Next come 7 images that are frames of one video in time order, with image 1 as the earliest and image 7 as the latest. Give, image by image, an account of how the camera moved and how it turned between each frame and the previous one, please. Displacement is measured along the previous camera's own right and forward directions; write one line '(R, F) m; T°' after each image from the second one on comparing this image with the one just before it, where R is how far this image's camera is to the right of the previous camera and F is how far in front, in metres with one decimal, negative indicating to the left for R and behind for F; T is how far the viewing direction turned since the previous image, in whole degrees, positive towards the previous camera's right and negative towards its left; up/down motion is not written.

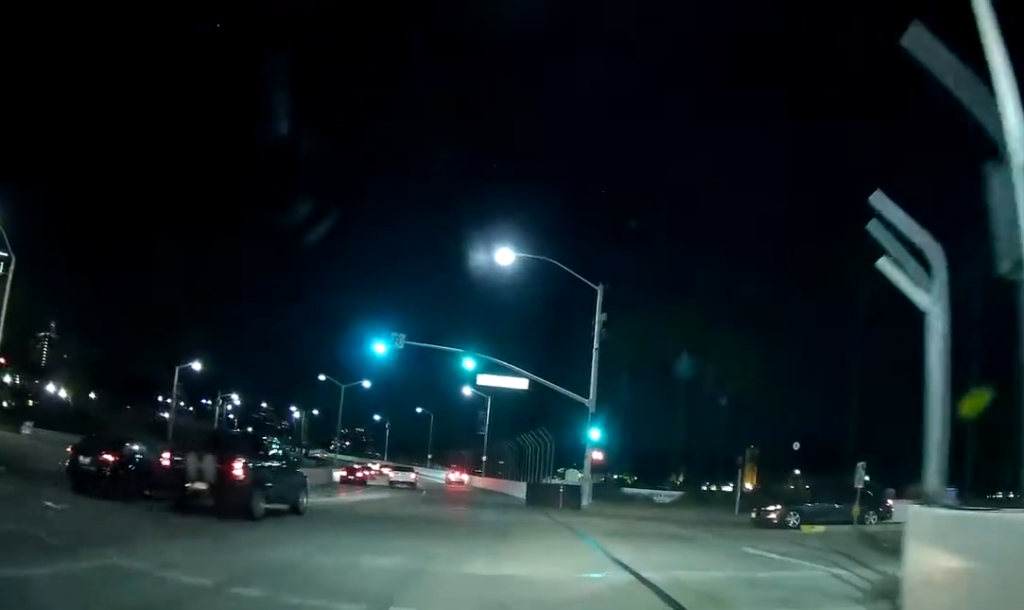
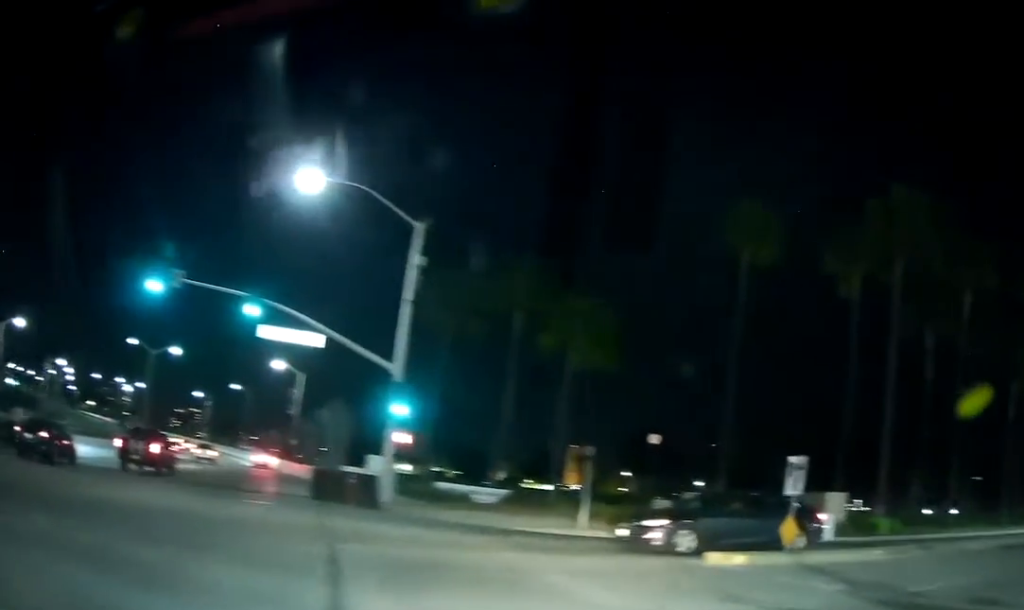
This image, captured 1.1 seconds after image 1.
(+0.4, +8.6) m; +14°
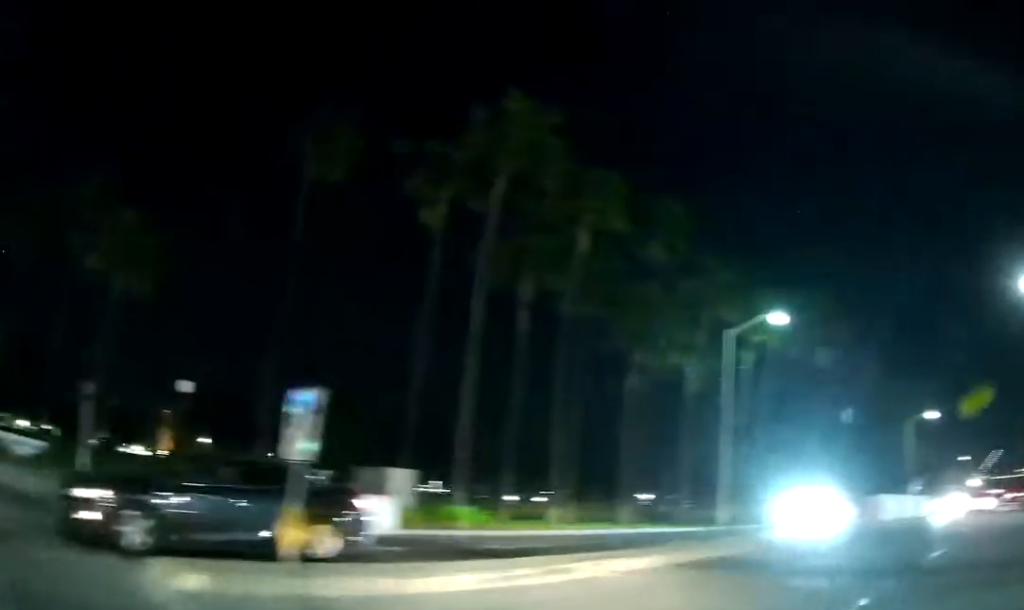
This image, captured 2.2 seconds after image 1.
(+2.0, +7.3) m; +31°
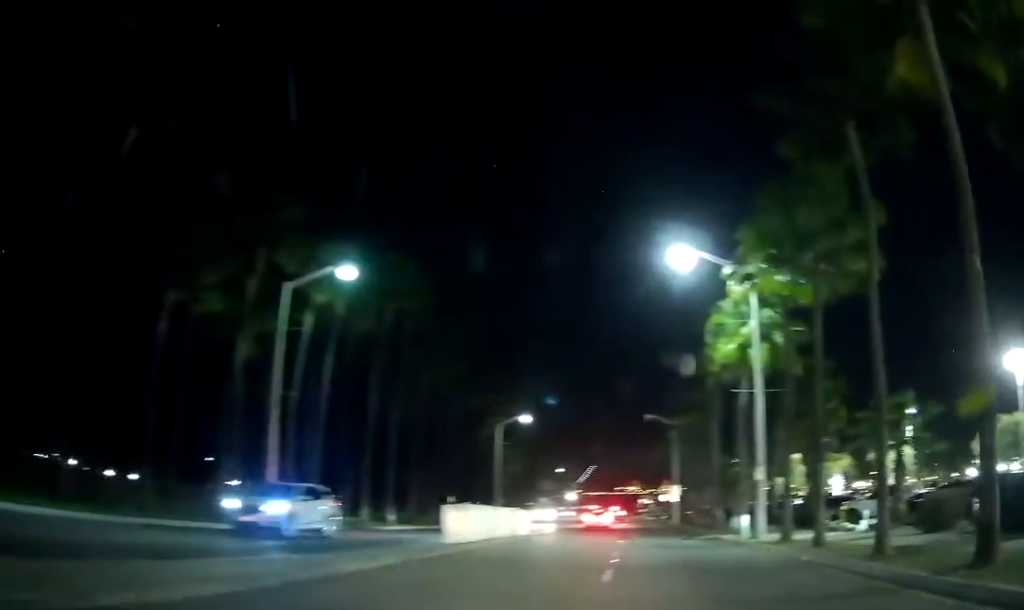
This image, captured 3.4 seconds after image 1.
(+2.4, +6.0) m; +34°
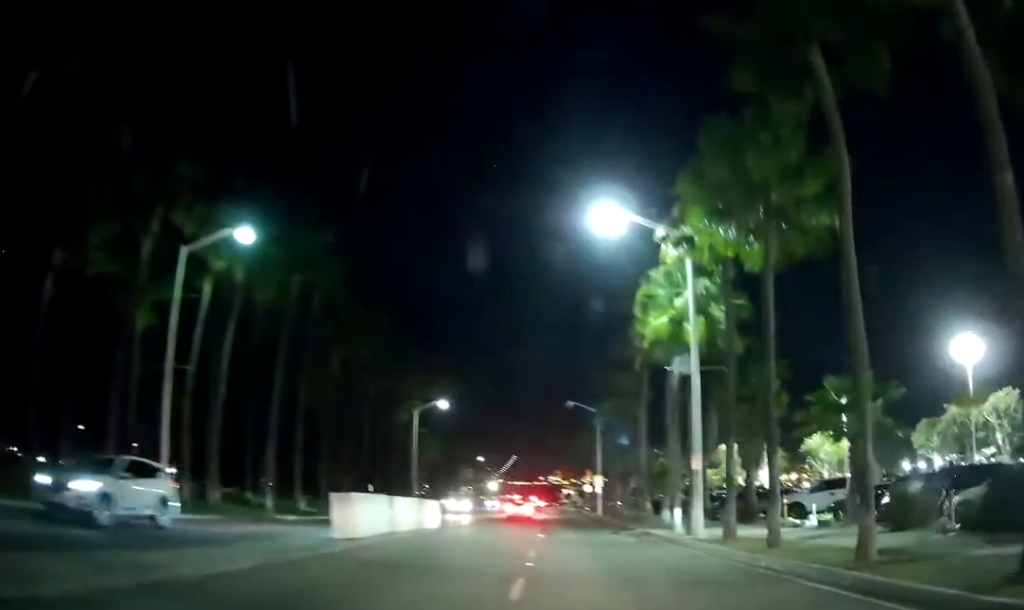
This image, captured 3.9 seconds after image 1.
(+0.3, +2.7) m; +8°
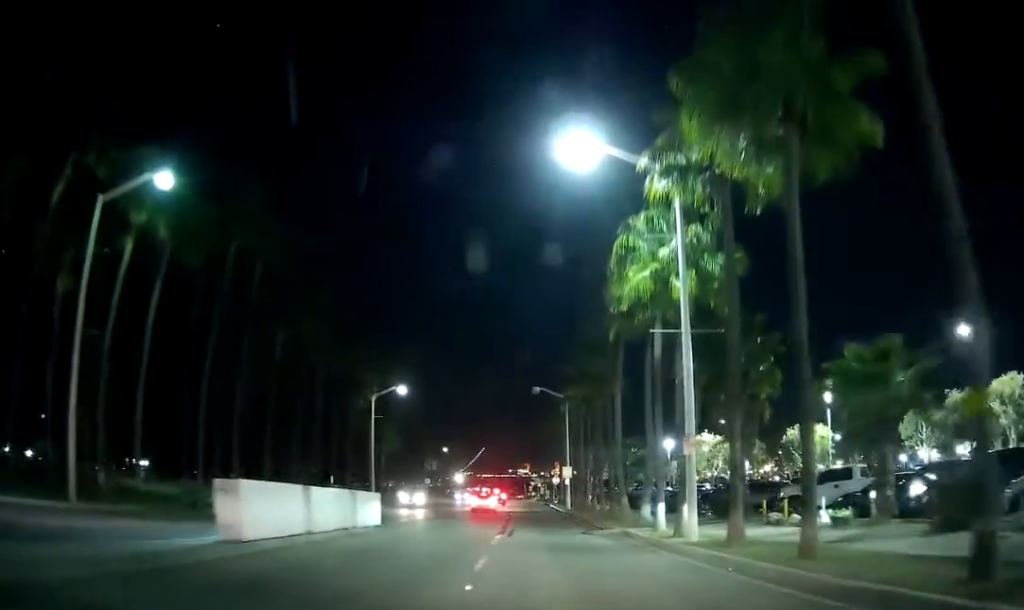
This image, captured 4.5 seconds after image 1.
(+0.3, +4.4) m; +3°
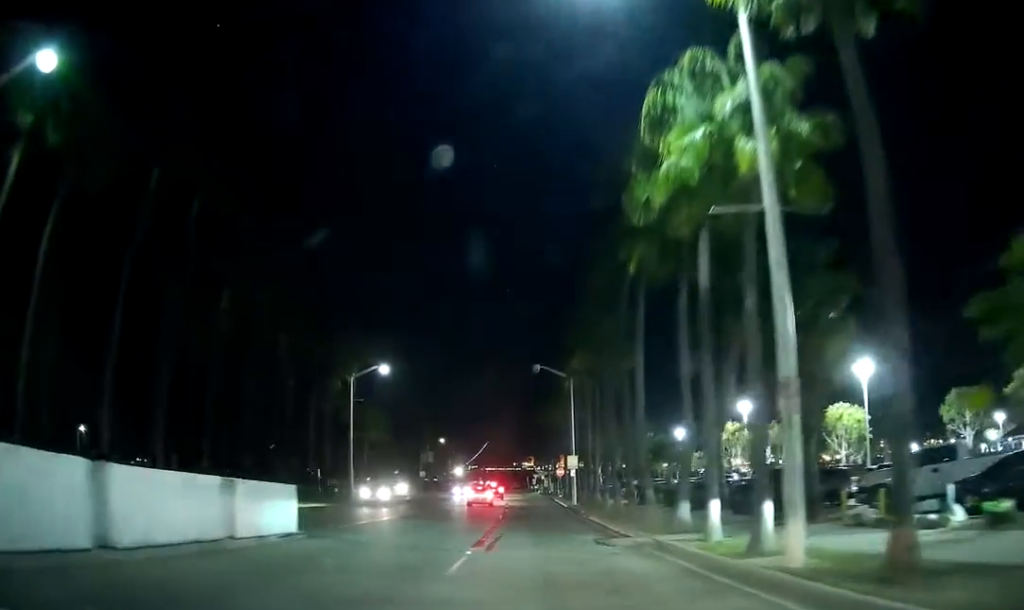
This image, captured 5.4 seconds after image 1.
(+0.1, +7.7) m; -1°
